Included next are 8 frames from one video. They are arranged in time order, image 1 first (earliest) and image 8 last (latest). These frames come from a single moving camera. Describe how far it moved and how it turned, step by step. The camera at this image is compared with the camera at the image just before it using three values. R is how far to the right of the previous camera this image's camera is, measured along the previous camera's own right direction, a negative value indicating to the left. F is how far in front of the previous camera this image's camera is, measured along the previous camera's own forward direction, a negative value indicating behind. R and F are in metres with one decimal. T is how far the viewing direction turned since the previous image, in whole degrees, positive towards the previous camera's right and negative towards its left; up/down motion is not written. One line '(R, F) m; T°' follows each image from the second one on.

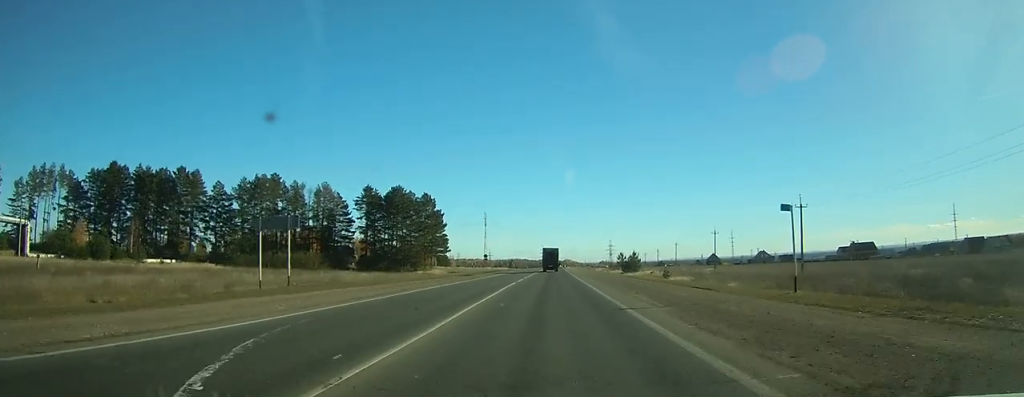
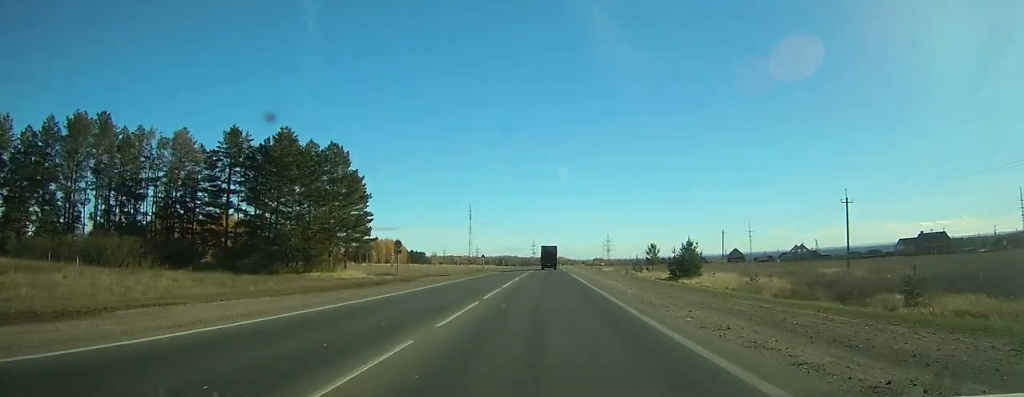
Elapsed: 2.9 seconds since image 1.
(+0.3, +57.4) m; +1°
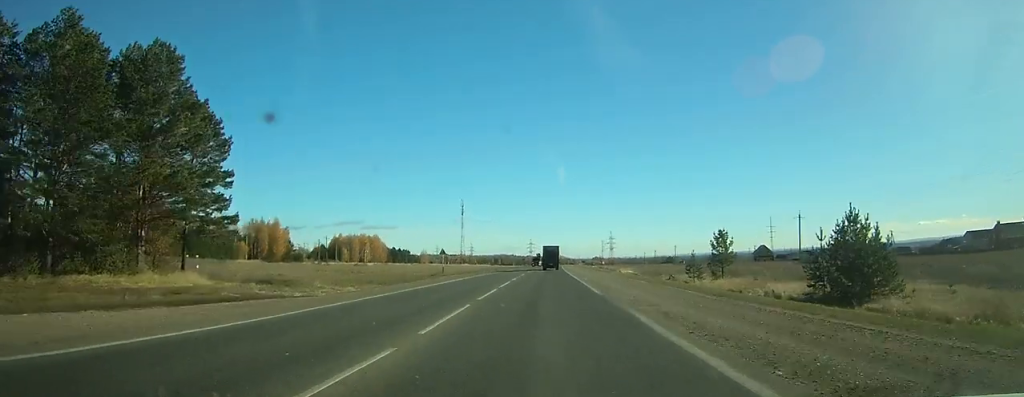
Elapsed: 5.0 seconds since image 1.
(+0.3, +40.5) m; 0°
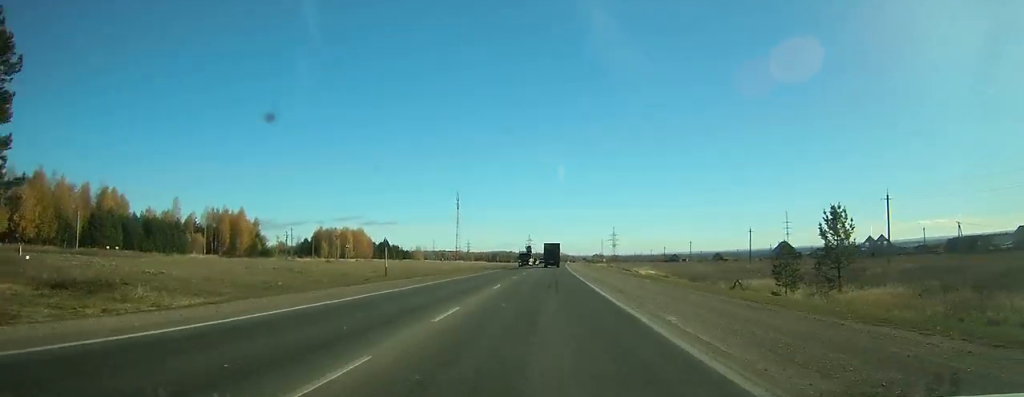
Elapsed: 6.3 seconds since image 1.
(0.0, +24.8) m; 0°
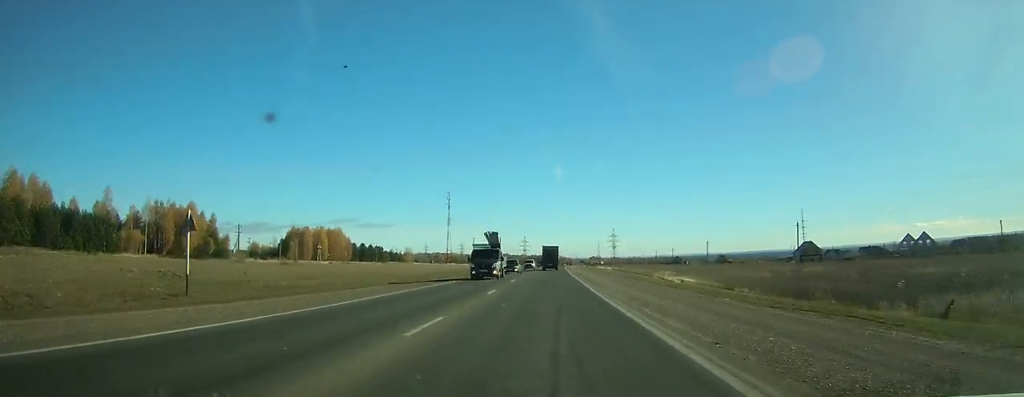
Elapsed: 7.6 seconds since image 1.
(0.0, +26.1) m; 0°
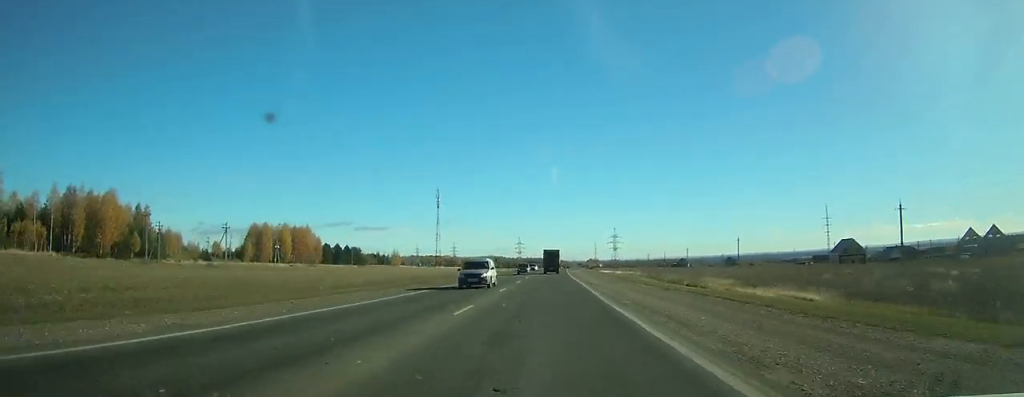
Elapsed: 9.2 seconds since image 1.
(-0.1, +31.3) m; 0°
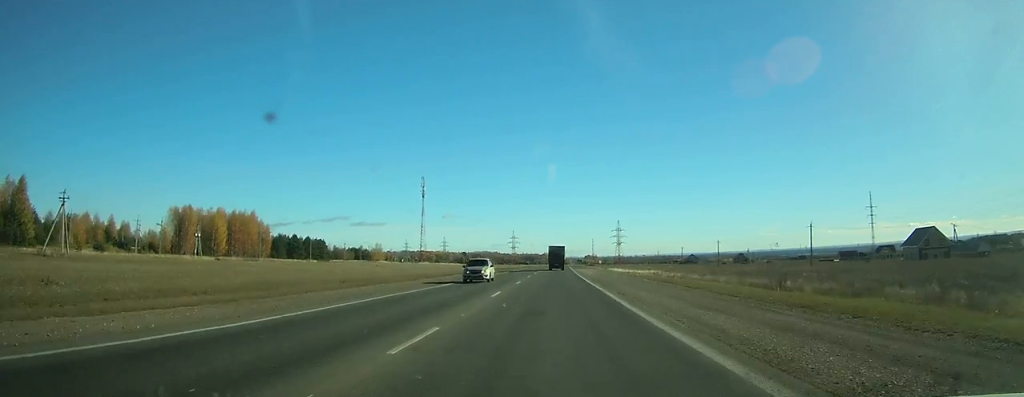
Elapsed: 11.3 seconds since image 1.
(+0.2, +42.0) m; +1°
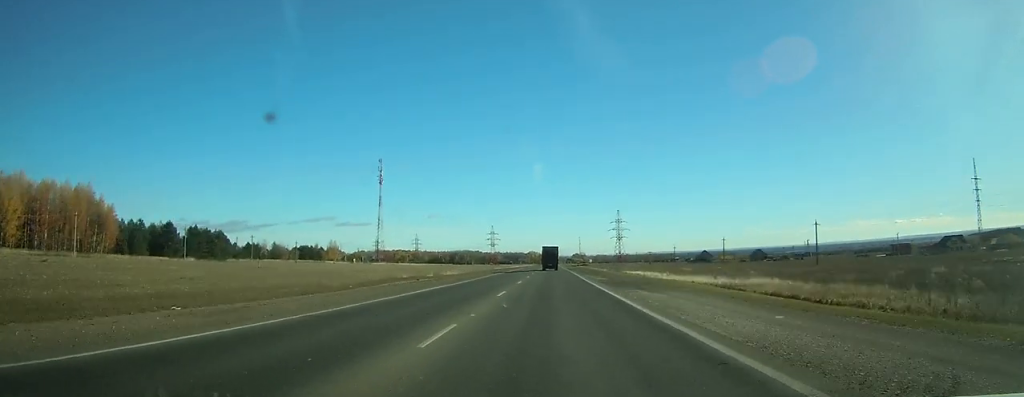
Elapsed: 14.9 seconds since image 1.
(+0.9, +72.1) m; +1°
